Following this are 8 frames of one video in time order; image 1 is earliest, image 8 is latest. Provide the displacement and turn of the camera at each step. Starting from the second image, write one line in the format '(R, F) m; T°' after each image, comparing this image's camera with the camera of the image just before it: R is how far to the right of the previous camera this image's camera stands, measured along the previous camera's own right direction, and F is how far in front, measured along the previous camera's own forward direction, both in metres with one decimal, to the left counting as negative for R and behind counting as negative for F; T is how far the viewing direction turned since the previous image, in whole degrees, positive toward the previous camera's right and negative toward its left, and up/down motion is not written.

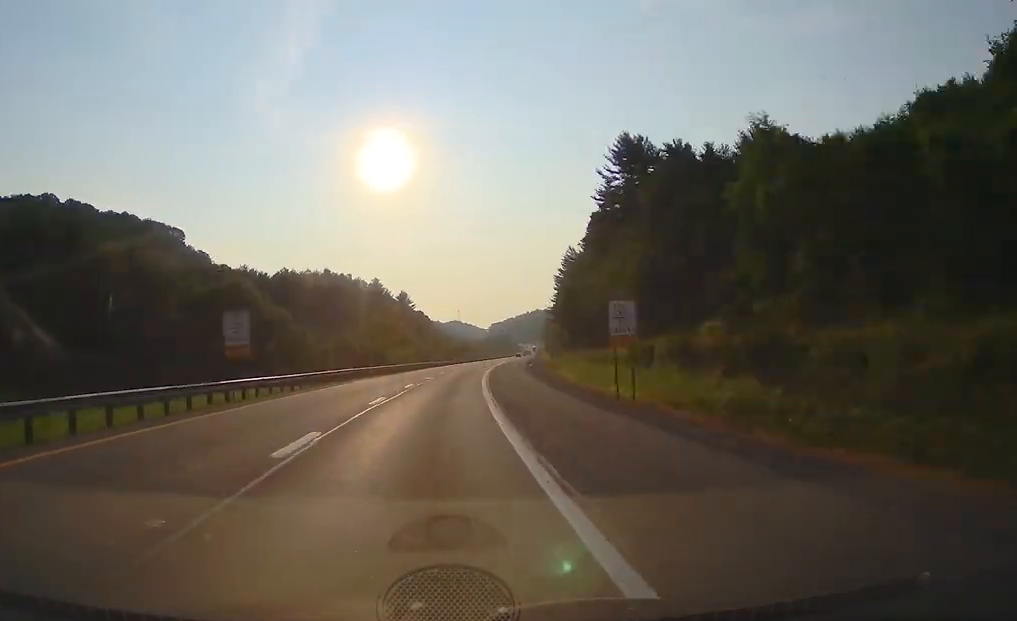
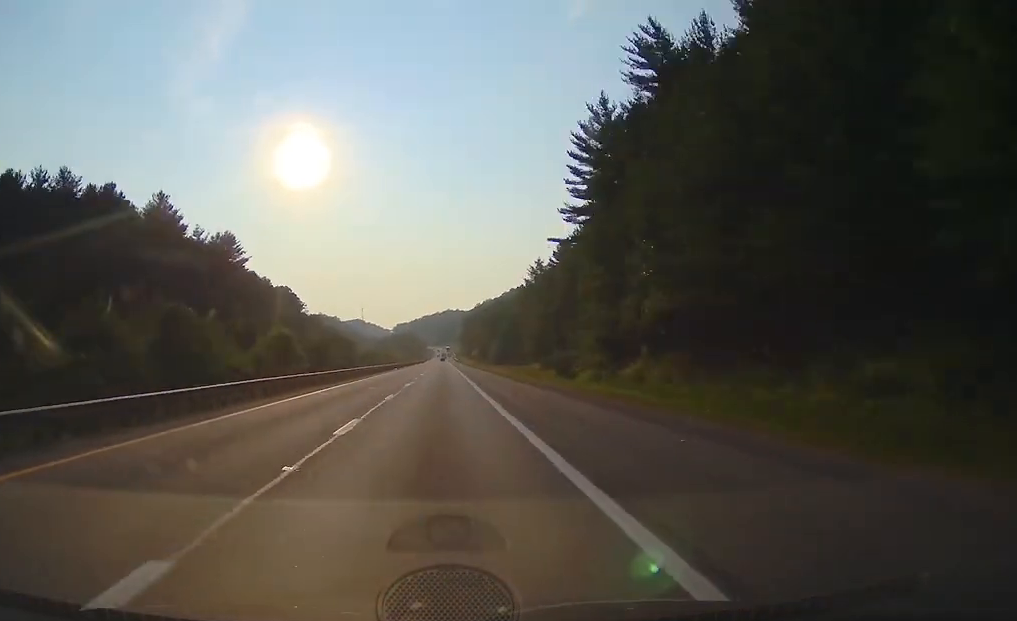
(+10.9, +143.4) m; +5°
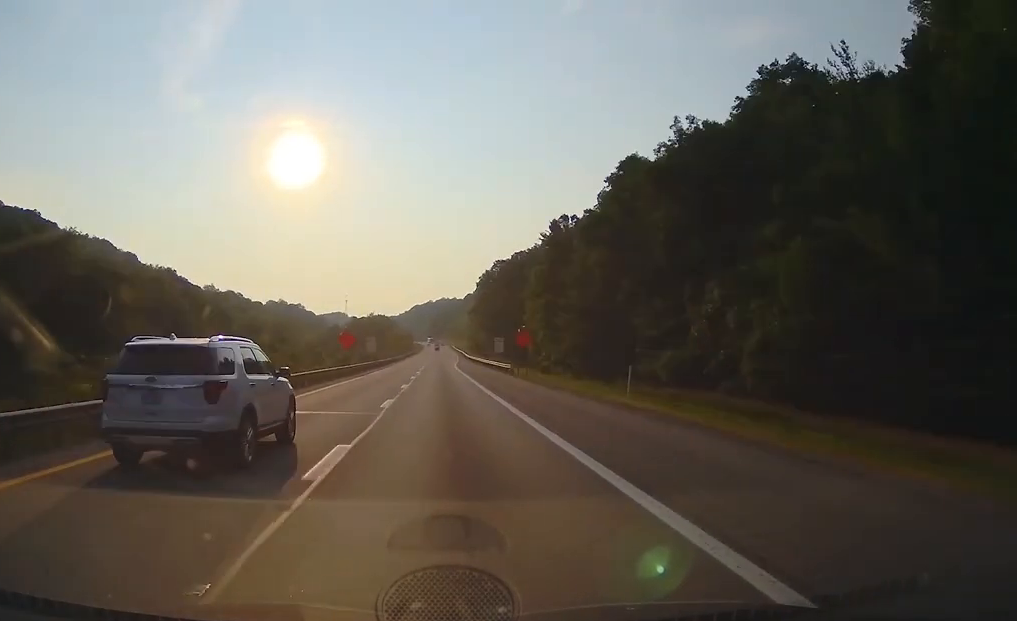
(+2.7, +236.7) m; +1°
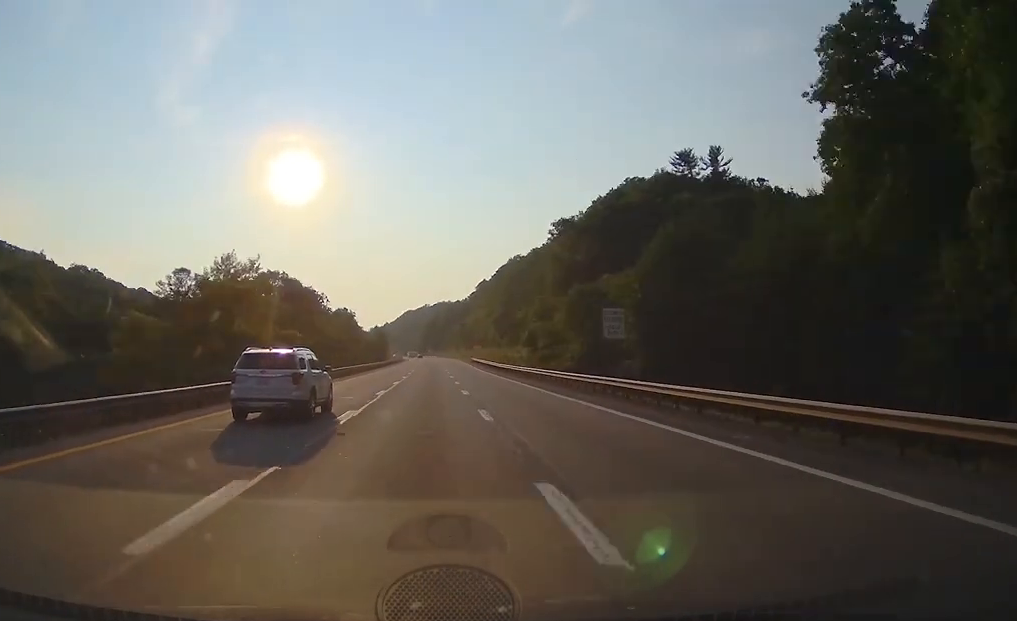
(-0.4, +212.6) m; -1°
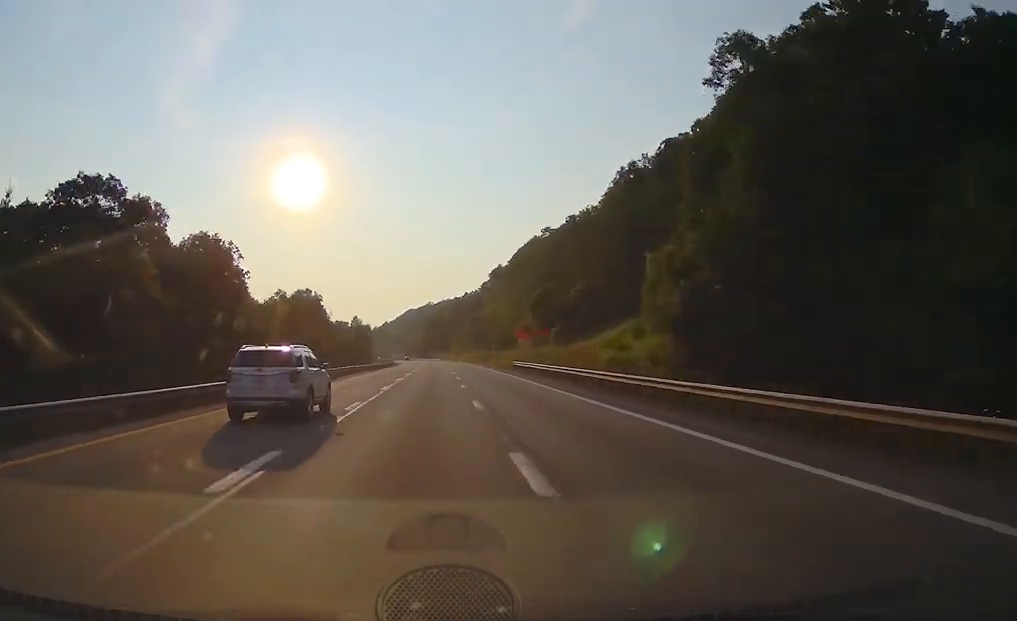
(-0.2, +69.8) m; -1°
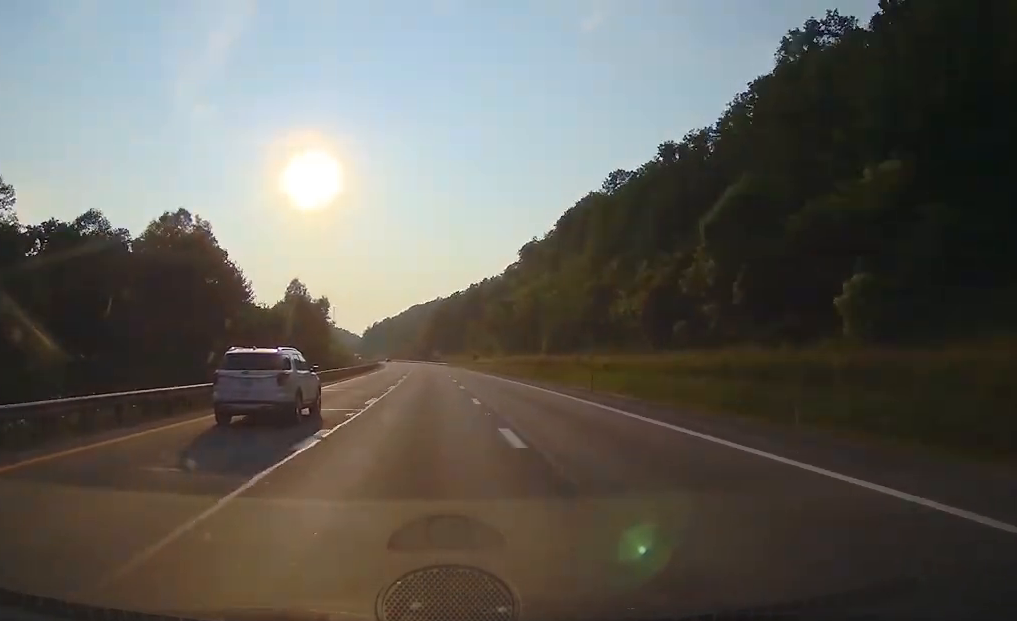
(-0.6, +81.6) m; -2°
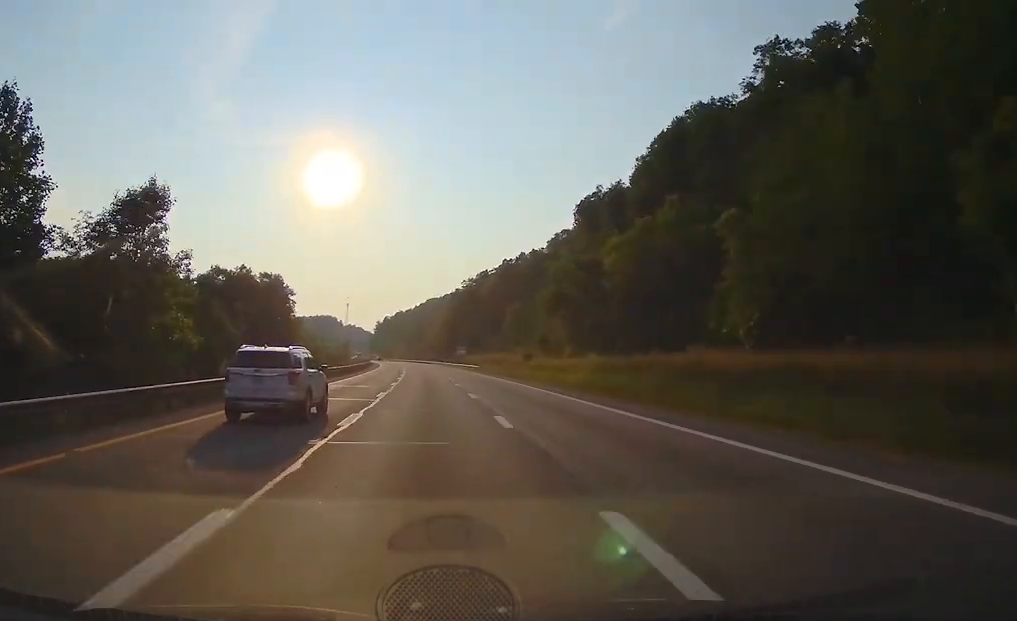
(-0.7, +69.1) m; -2°
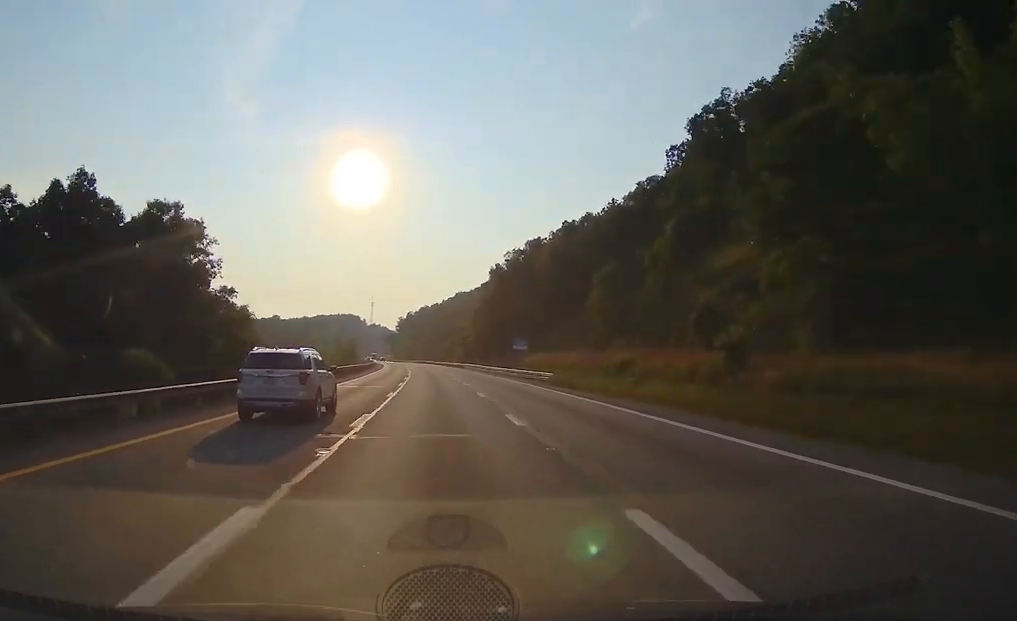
(-1.2, +61.2) m; -2°
